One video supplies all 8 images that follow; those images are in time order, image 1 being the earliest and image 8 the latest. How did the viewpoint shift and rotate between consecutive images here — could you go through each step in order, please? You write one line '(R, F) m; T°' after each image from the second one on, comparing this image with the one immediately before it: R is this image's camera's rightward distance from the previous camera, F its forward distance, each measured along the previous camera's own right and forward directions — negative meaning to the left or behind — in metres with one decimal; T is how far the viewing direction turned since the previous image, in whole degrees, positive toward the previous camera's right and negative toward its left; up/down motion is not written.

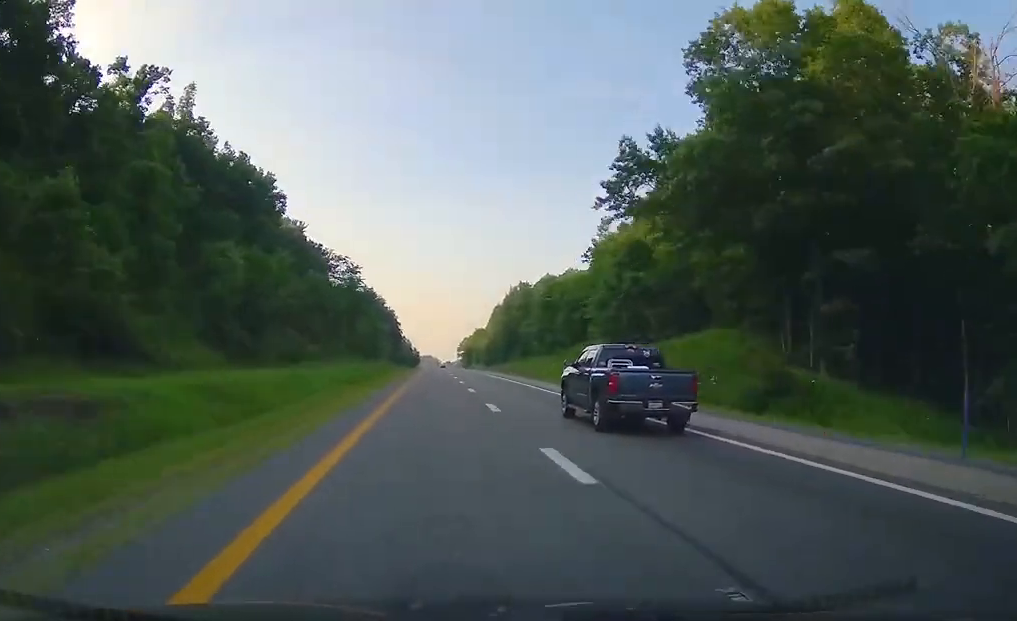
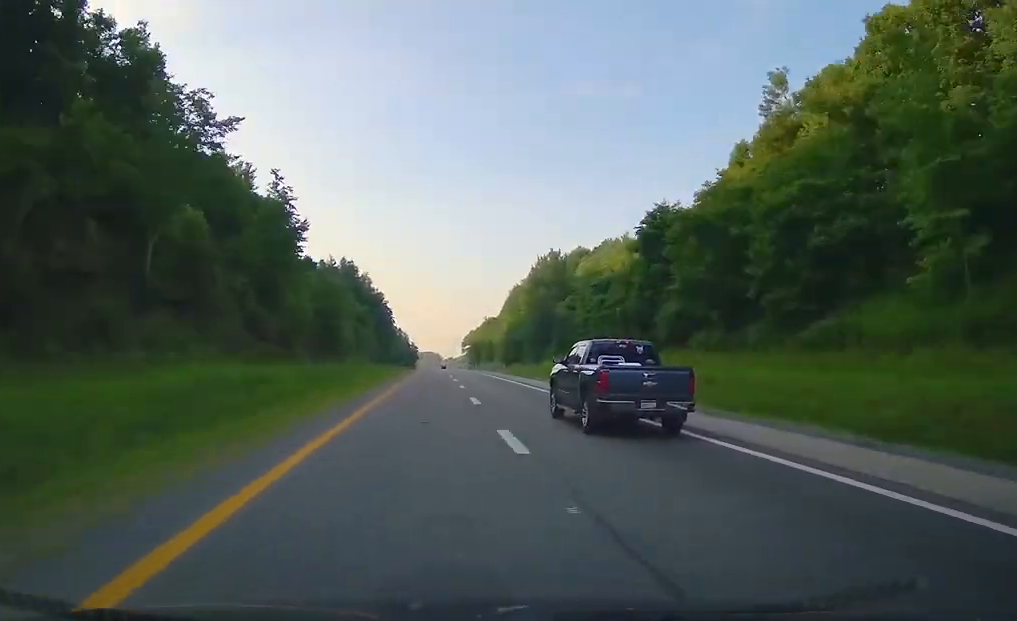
(+0.3, +74.7) m; 0°
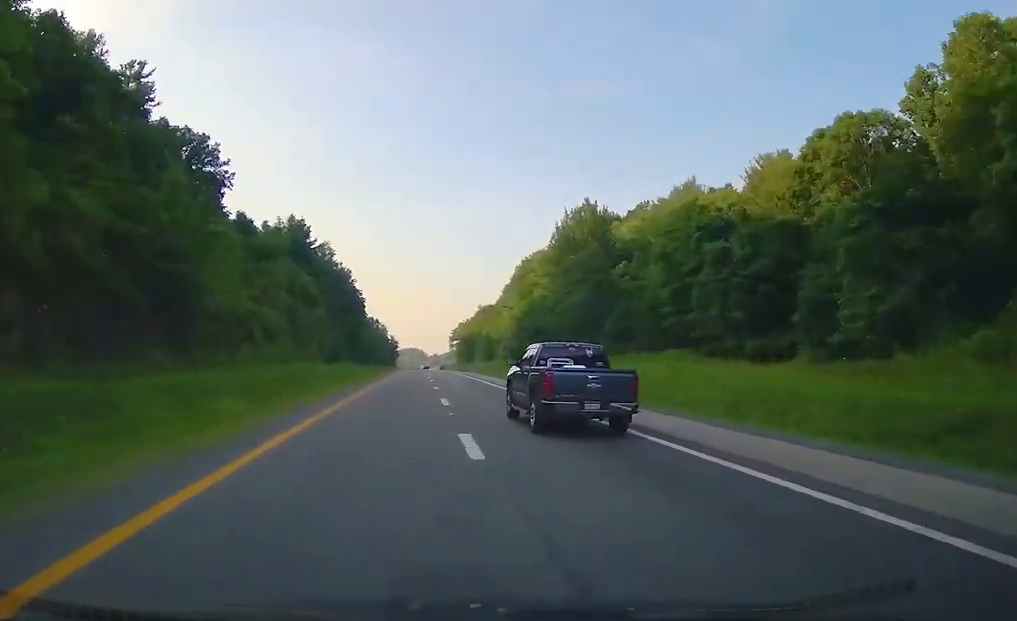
(+0.6, +67.6) m; 0°
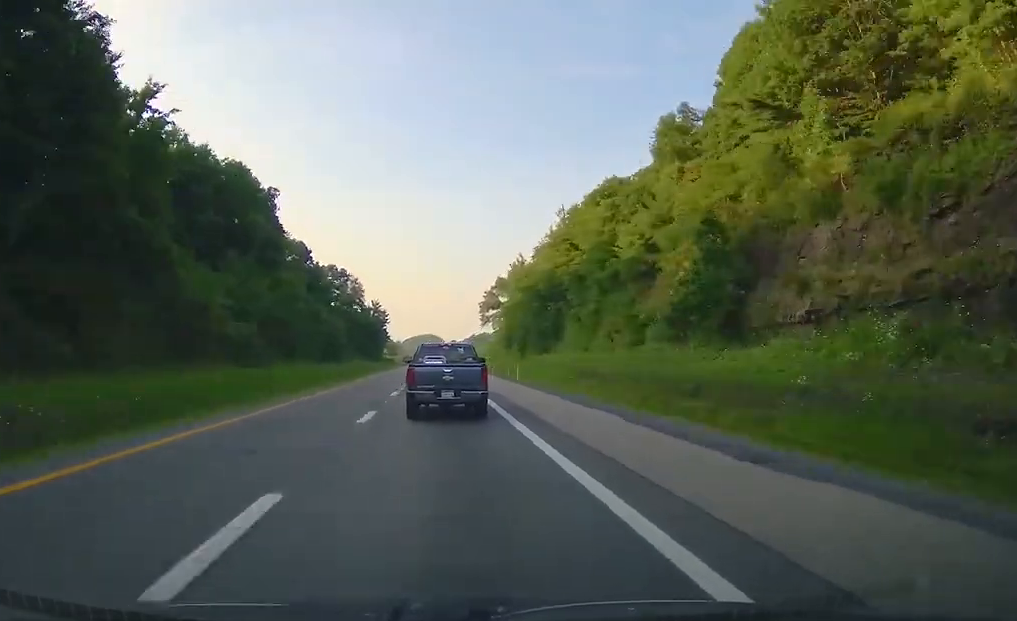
(-1.4, +215.5) m; 0°
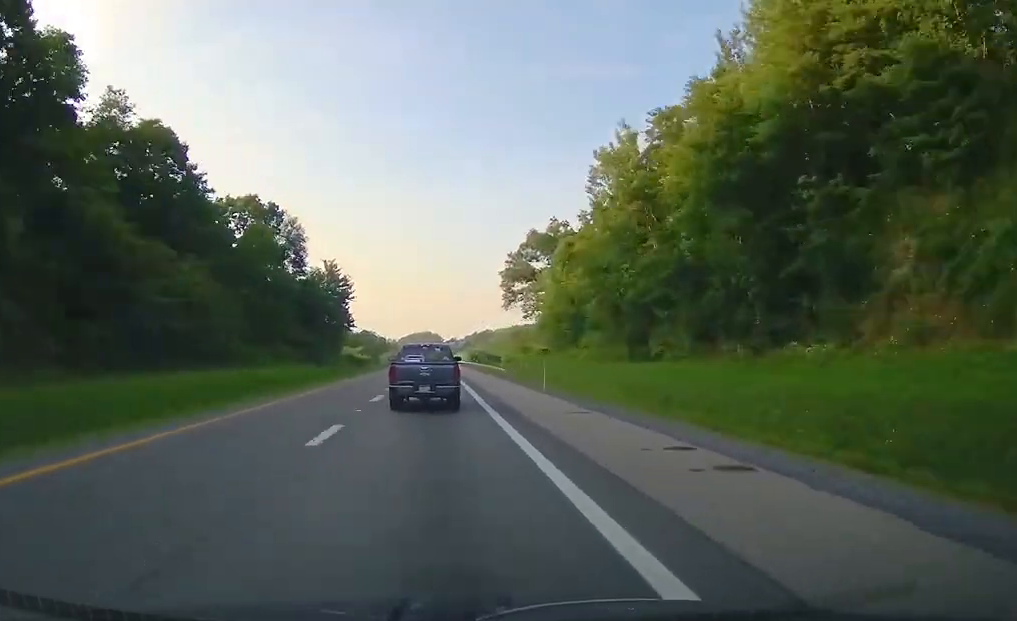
(0.0, +143.1) m; 0°
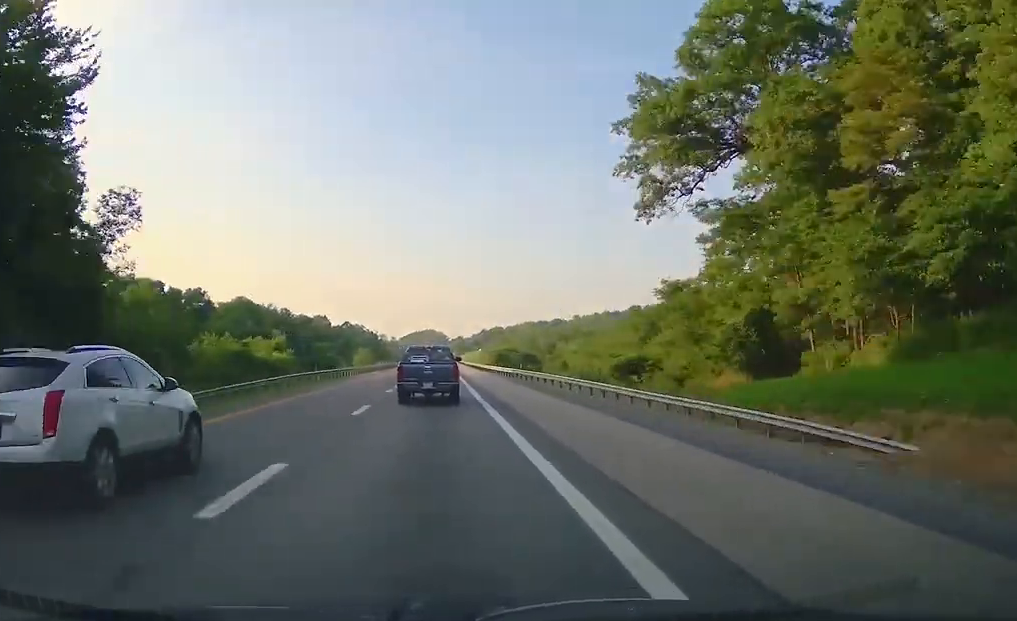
(0.0, +110.3) m; 0°
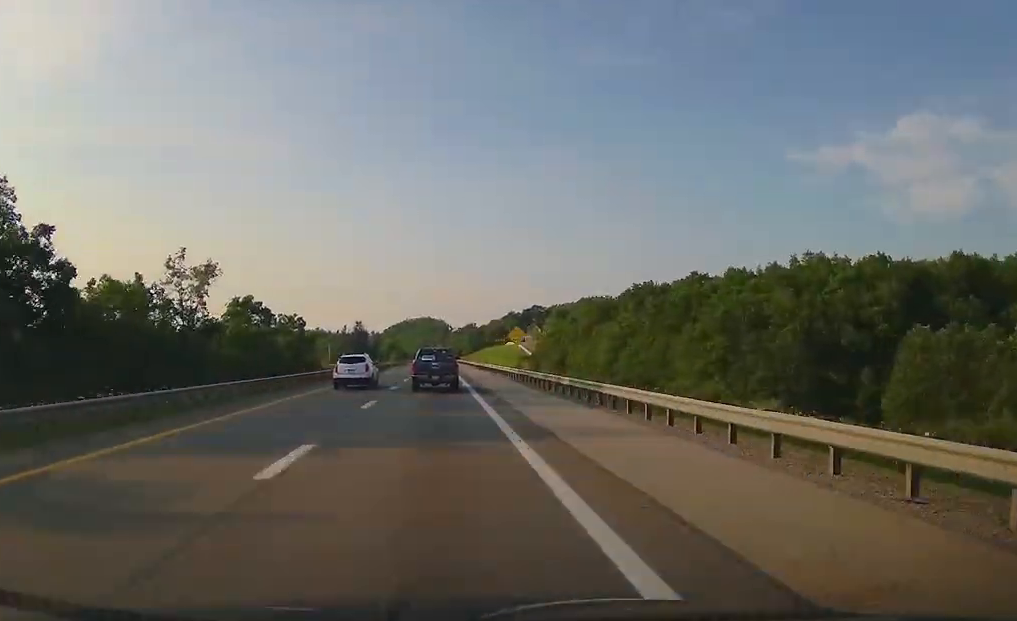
(-0.1, +204.1) m; 0°
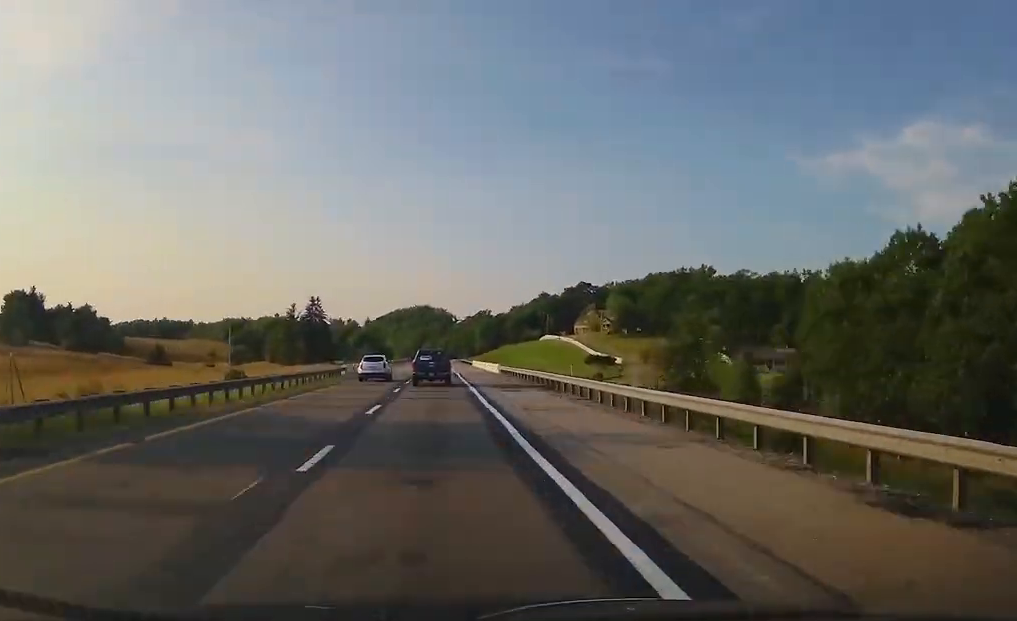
(0.0, +124.6) m; 0°
